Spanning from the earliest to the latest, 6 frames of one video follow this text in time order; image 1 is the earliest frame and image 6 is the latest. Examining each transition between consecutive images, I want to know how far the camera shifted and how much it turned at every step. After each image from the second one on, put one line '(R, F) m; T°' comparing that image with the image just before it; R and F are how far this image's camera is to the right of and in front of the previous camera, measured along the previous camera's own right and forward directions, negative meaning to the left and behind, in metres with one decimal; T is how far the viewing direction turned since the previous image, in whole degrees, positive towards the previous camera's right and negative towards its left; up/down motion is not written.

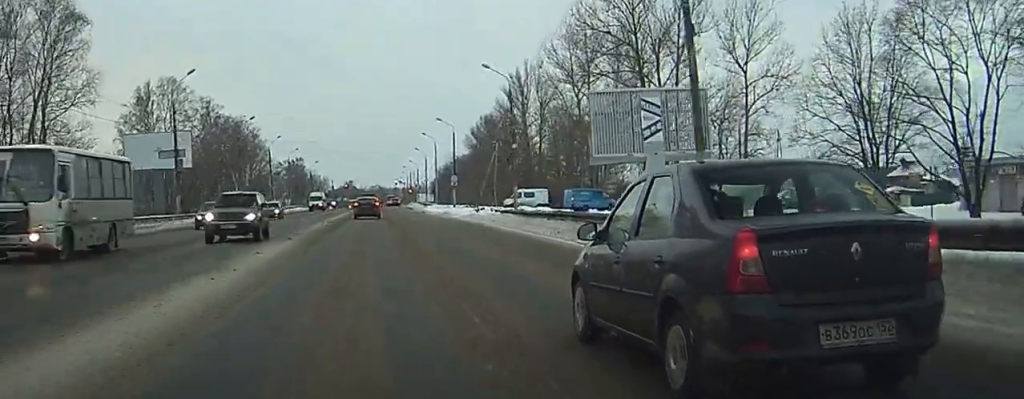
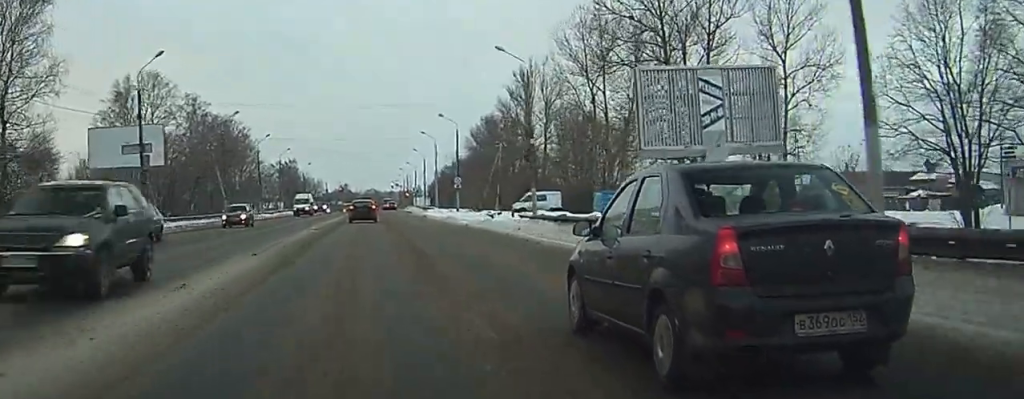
(0.0, +10.9) m; 0°
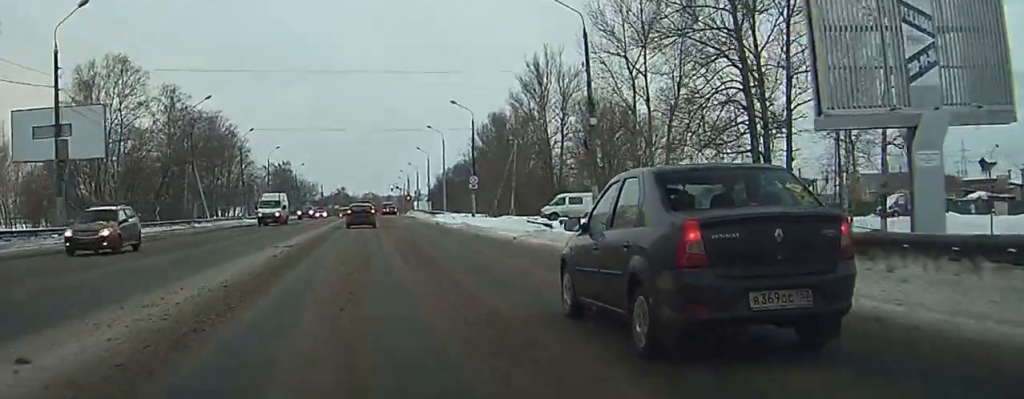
(0.0, +18.6) m; 0°
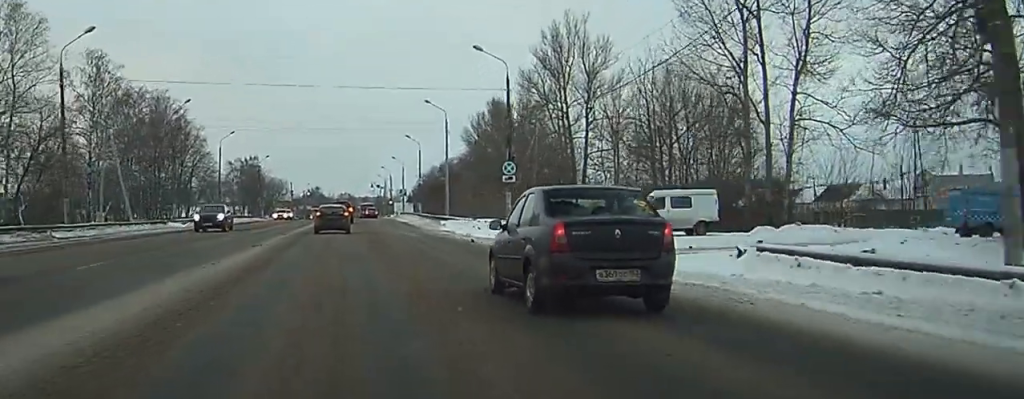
(0.0, +36.2) m; 0°
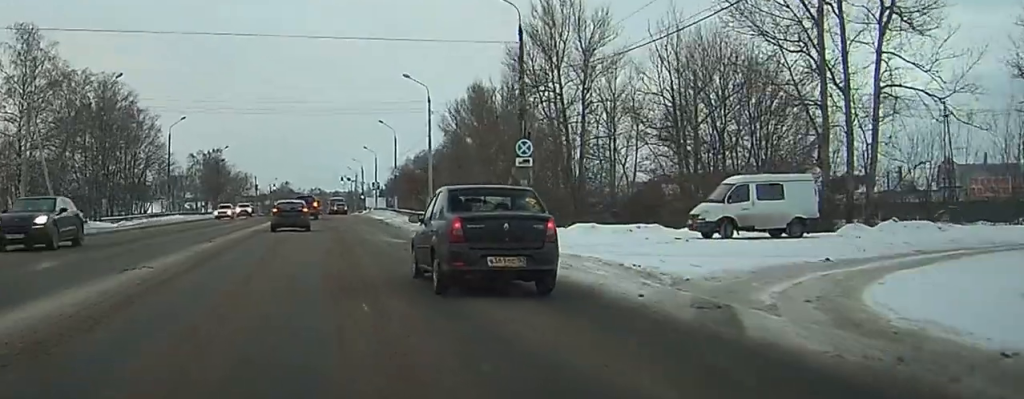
(0.0, +18.4) m; 0°
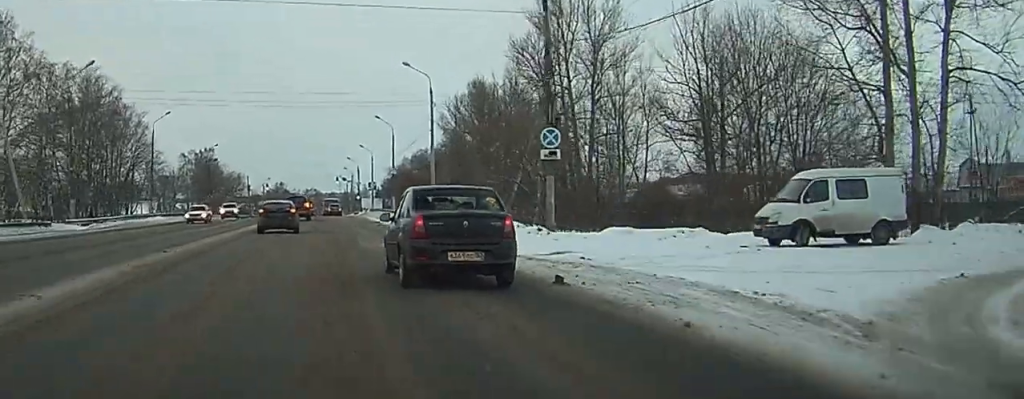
(0.0, +8.9) m; -6°
